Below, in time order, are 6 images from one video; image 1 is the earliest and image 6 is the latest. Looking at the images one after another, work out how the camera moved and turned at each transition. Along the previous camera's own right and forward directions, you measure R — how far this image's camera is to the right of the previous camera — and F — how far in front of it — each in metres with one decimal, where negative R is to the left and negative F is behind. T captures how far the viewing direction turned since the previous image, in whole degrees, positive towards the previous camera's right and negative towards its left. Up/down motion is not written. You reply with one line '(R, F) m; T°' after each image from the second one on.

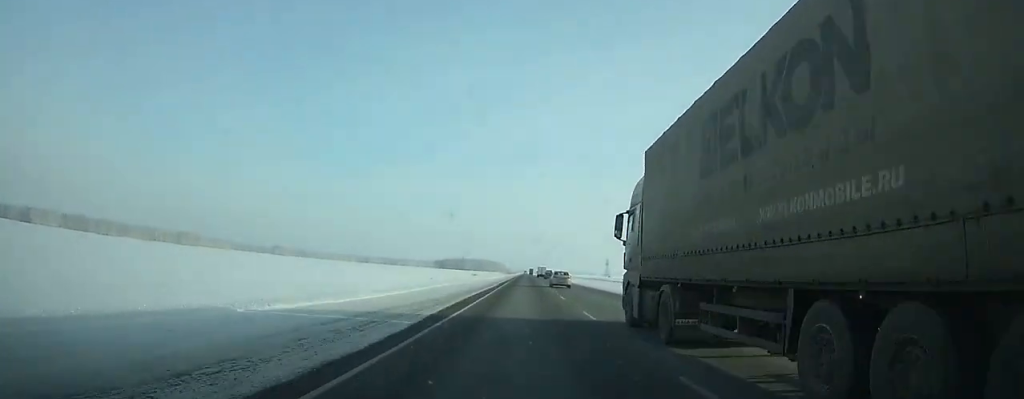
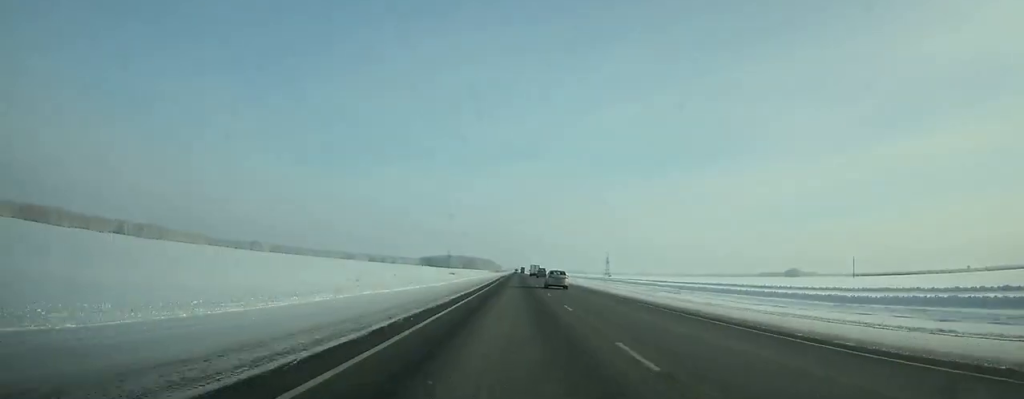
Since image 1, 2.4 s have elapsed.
(+0.5, +66.2) m; +1°
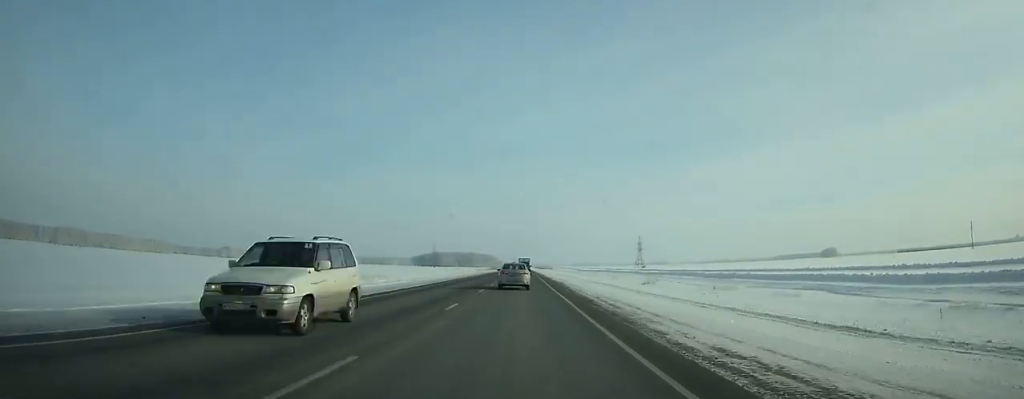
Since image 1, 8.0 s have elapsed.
(-0.1, +154.7) m; -1°
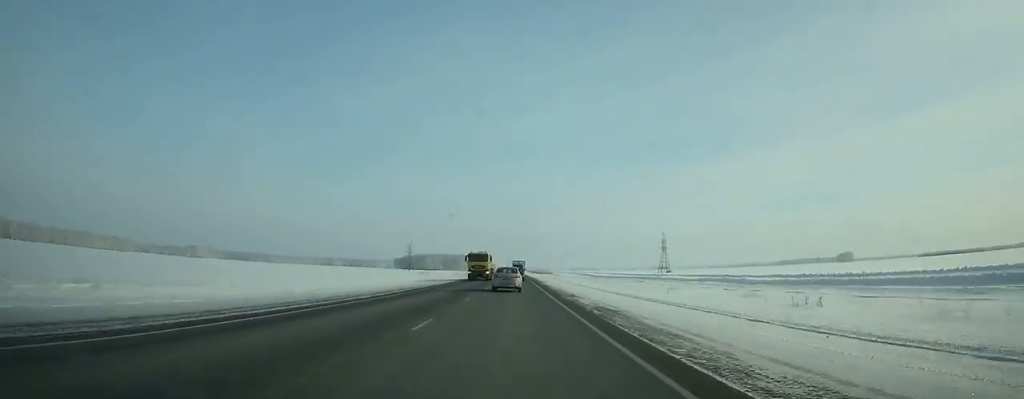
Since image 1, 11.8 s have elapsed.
(-0.7, +105.3) m; -1°
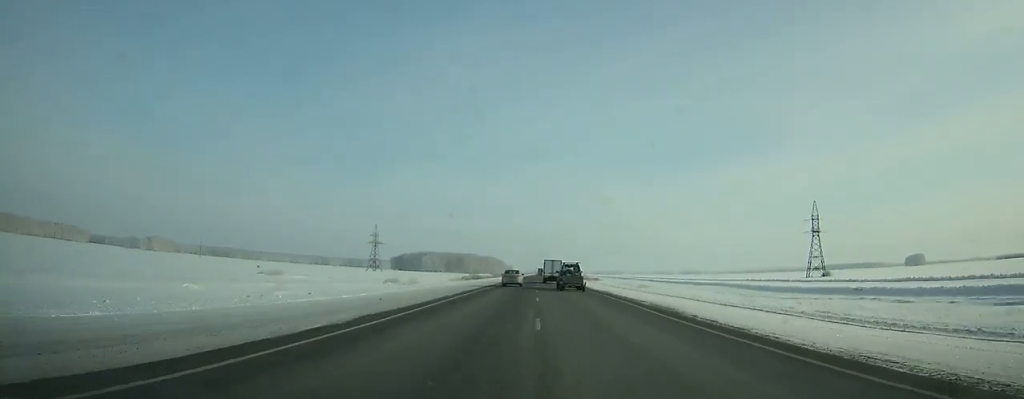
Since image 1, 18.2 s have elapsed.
(-2.2, +189.4) m; 0°
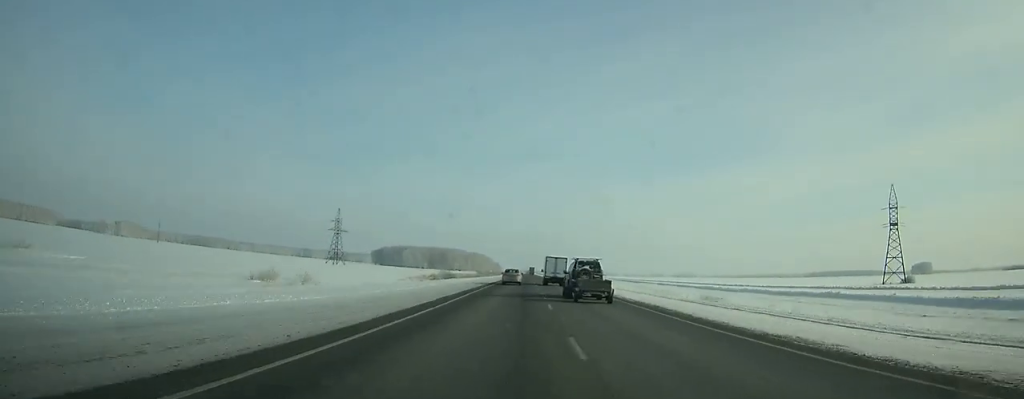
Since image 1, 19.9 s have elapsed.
(+0.2, +53.6) m; 0°
